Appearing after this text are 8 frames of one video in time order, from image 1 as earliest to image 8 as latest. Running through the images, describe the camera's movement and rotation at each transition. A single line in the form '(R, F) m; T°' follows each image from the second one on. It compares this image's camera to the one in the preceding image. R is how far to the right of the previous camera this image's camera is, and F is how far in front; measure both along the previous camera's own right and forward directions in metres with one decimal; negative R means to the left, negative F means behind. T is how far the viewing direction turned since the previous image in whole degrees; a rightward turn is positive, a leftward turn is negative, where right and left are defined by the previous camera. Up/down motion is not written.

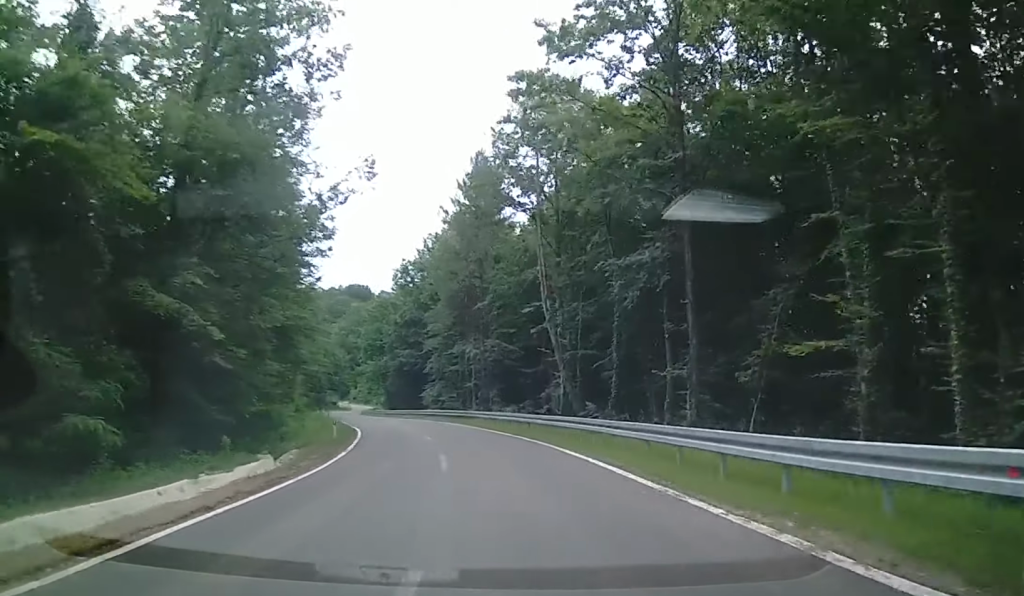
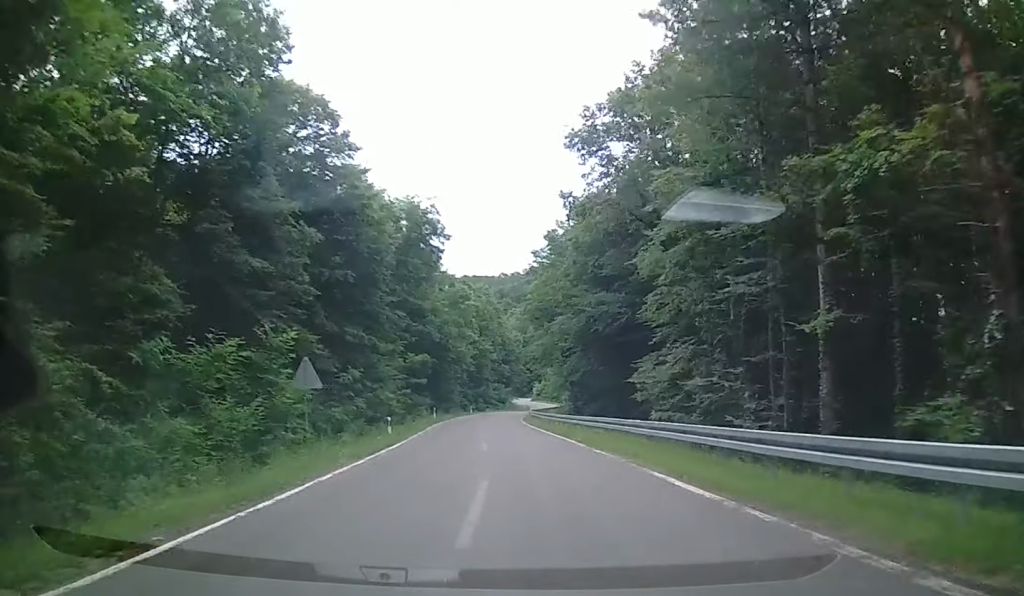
(+2.5, +45.1) m; +3°
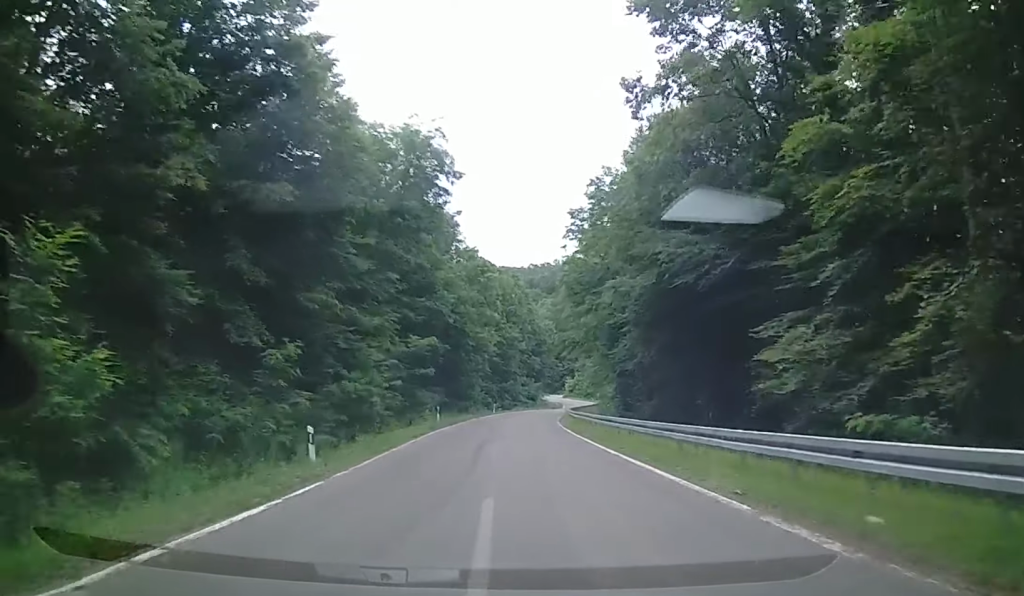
(-0.1, +15.0) m; -1°
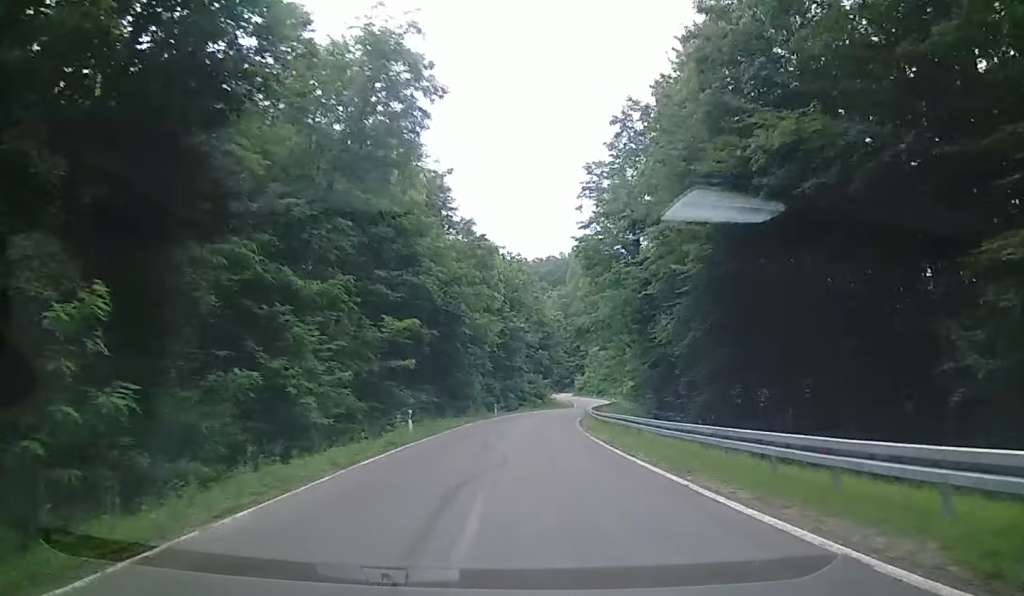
(-0.3, +11.7) m; 0°
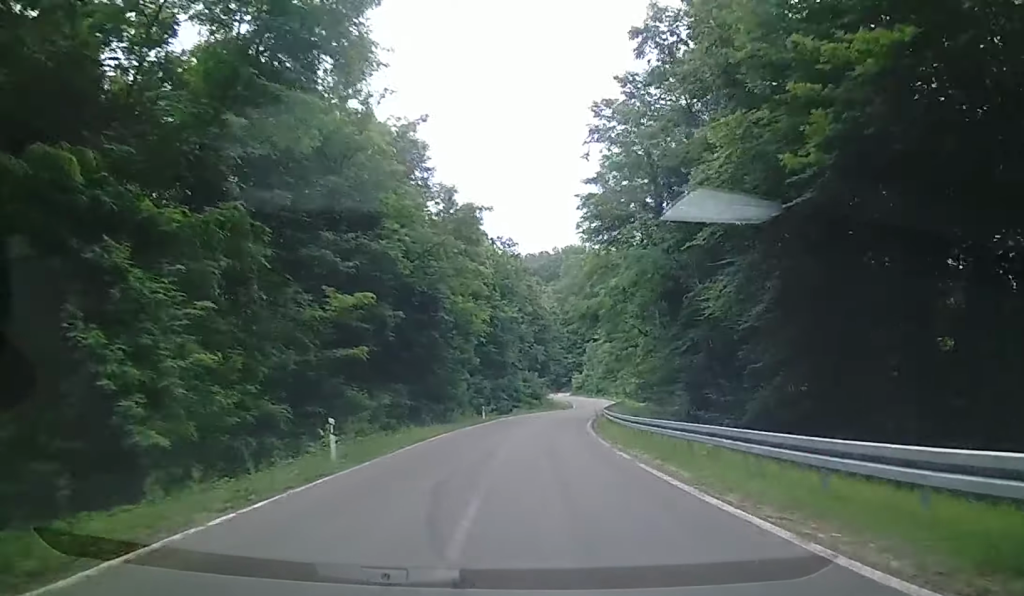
(+0.2, +10.5) m; +1°
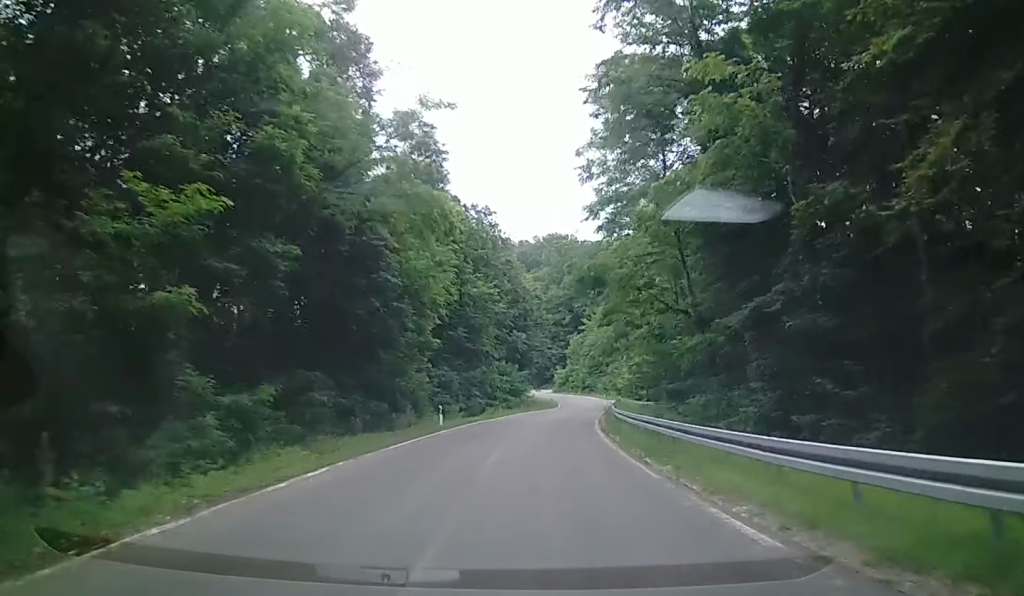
(+0.3, +14.0) m; +1°
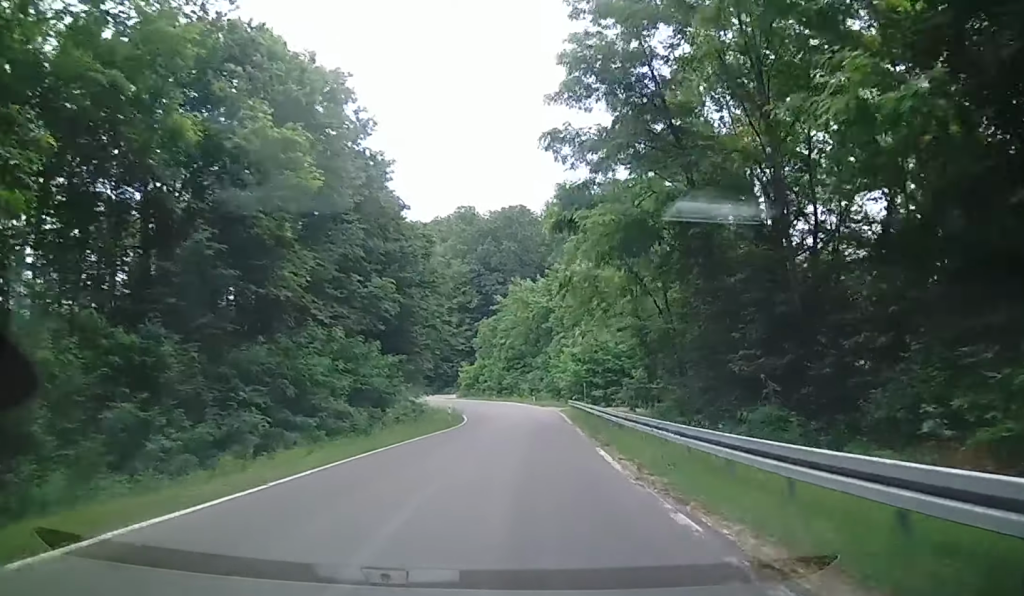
(-1.0, +35.3) m; +2°
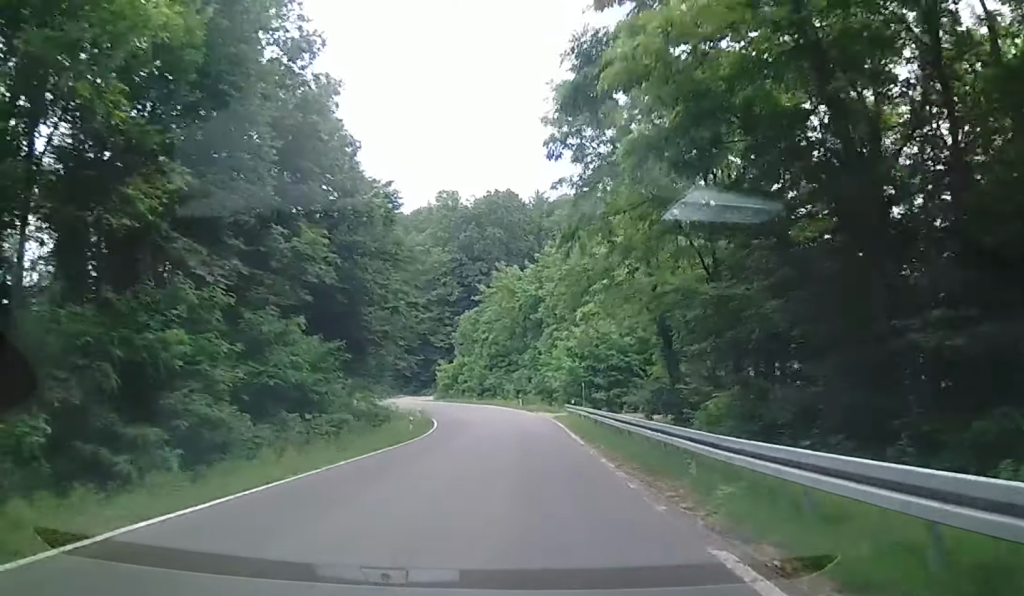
(+0.6, +11.0) m; +2°
